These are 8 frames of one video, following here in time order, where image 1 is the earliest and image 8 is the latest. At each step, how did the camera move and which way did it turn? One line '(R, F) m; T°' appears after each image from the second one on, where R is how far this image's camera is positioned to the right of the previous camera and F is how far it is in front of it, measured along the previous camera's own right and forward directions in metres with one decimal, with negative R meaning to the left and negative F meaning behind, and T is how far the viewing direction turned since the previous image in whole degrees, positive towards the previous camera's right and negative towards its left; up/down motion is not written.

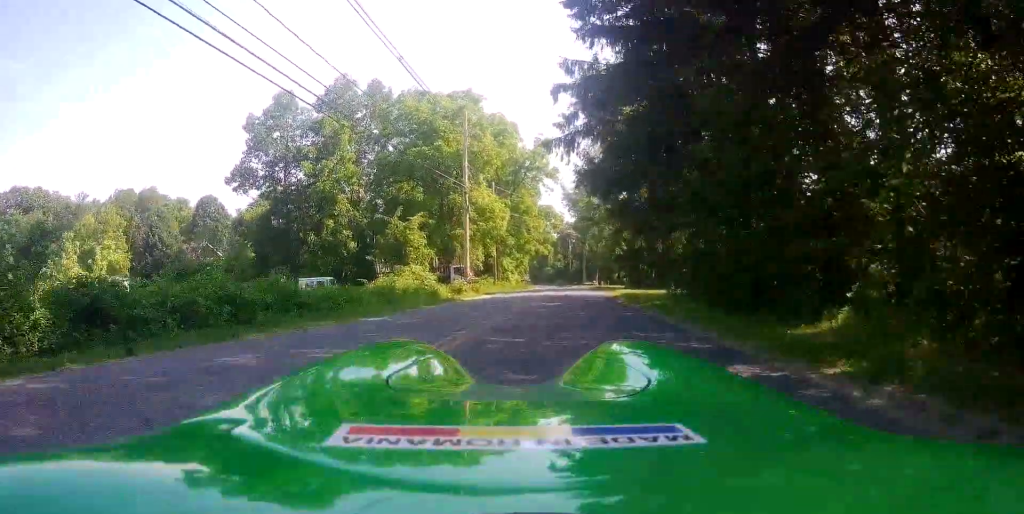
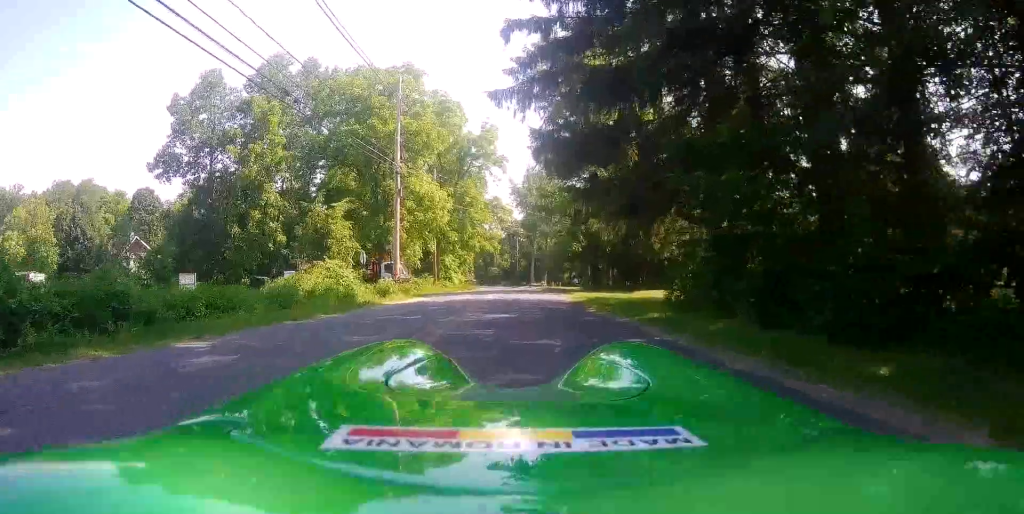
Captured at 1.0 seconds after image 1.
(0.0, +6.8) m; +5°
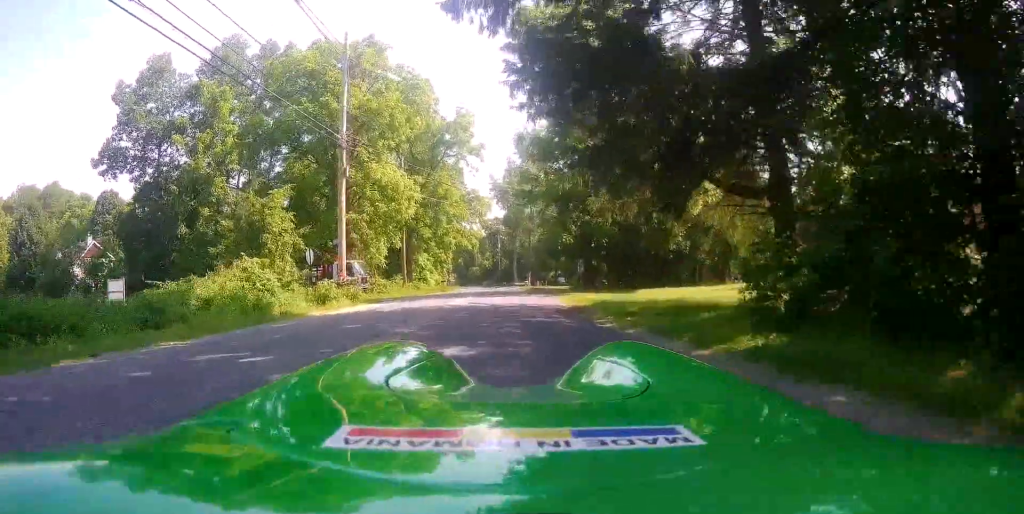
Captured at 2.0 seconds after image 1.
(+0.7, +7.1) m; +5°
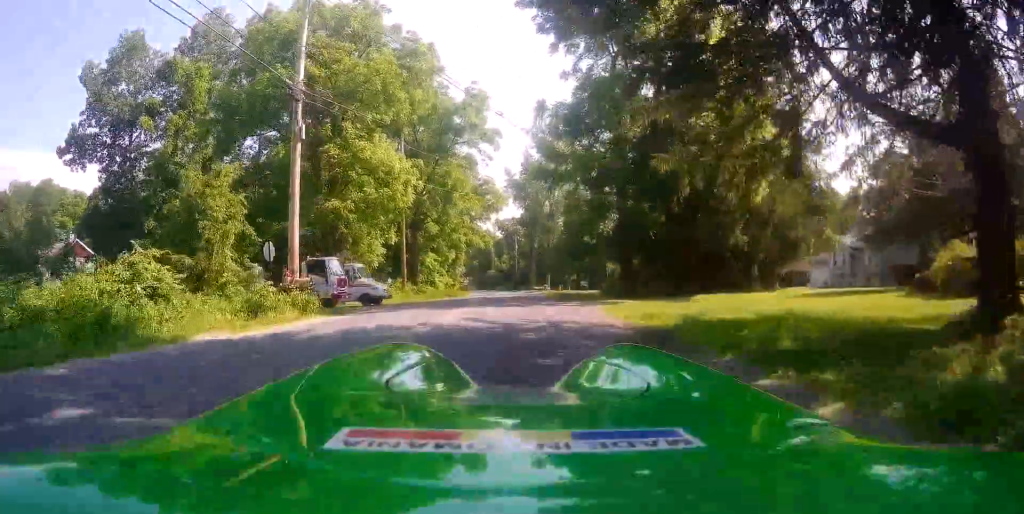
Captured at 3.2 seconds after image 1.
(-0.2, +7.7) m; -1°
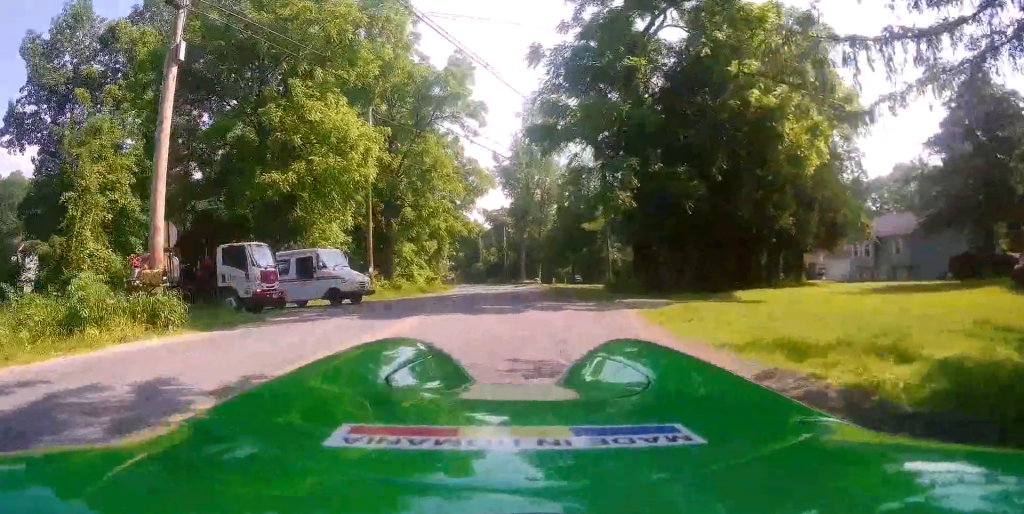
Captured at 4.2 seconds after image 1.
(+0.1, +7.3) m; +4°
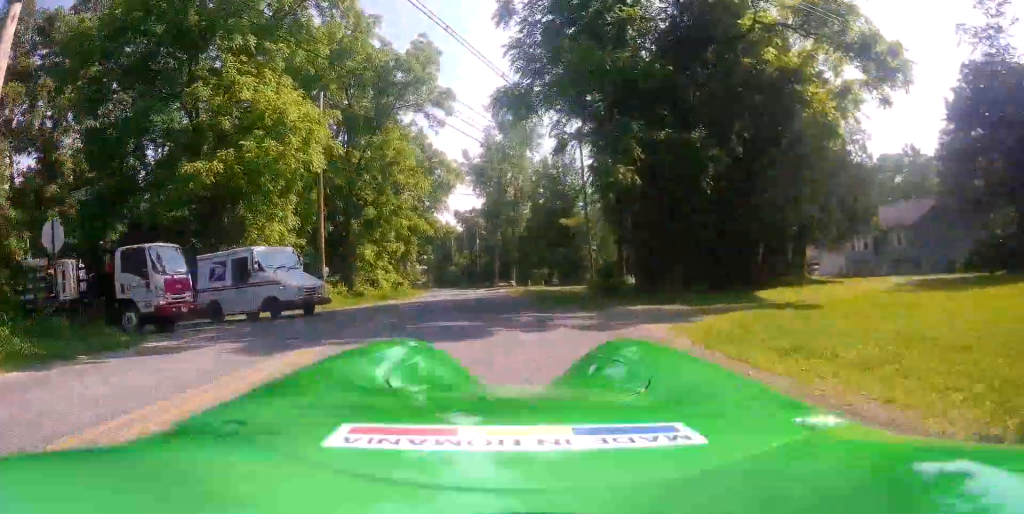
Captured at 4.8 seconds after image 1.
(+0.1, +4.5) m; +1°
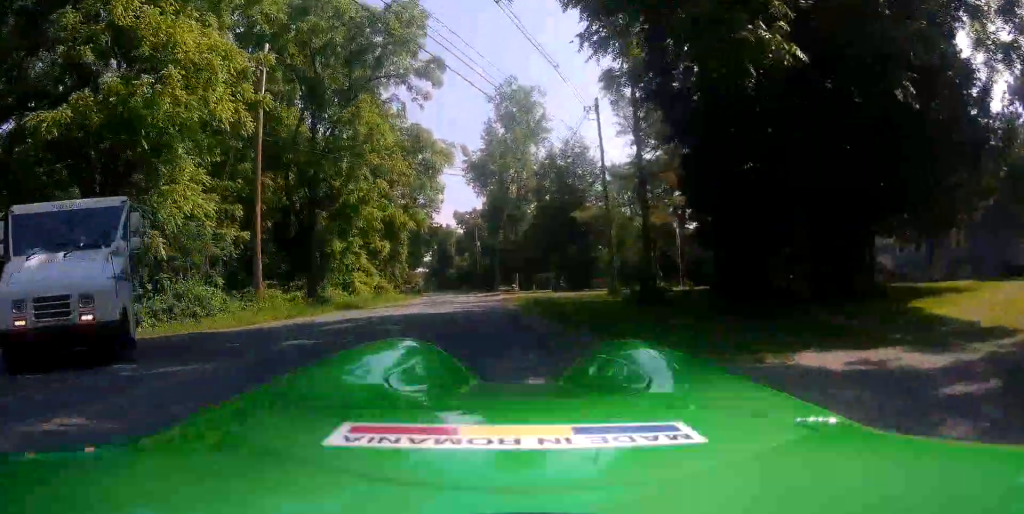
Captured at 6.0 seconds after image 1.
(-0.3, +8.6) m; -11°
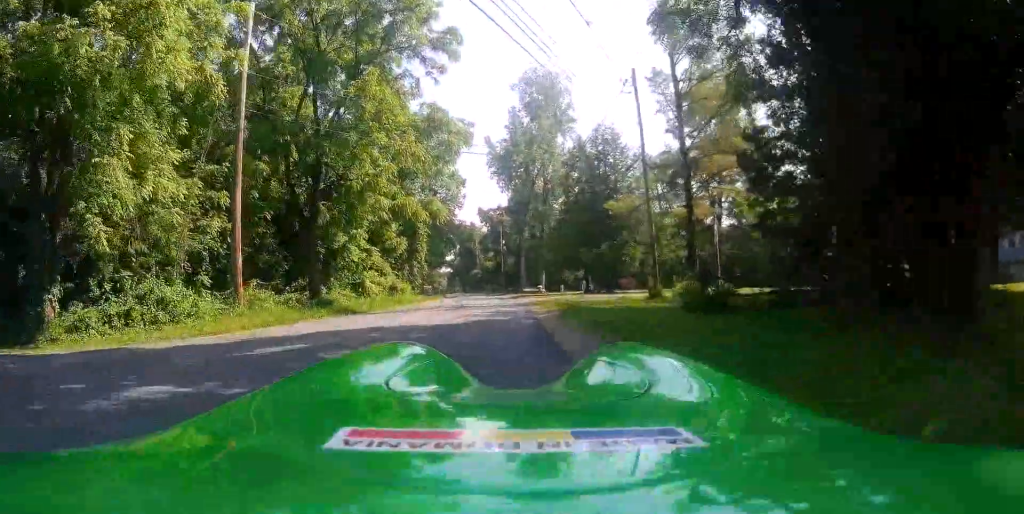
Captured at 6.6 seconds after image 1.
(0.0, +3.9) m; -8°
